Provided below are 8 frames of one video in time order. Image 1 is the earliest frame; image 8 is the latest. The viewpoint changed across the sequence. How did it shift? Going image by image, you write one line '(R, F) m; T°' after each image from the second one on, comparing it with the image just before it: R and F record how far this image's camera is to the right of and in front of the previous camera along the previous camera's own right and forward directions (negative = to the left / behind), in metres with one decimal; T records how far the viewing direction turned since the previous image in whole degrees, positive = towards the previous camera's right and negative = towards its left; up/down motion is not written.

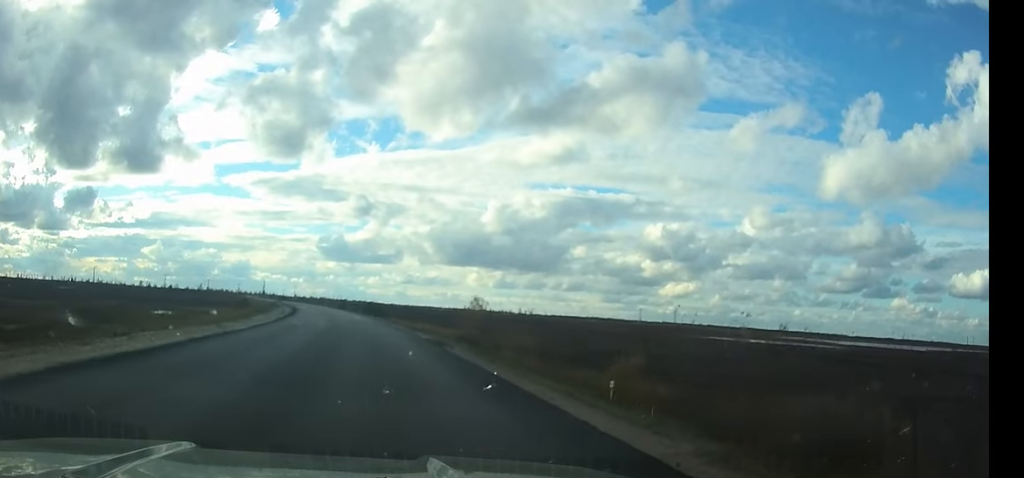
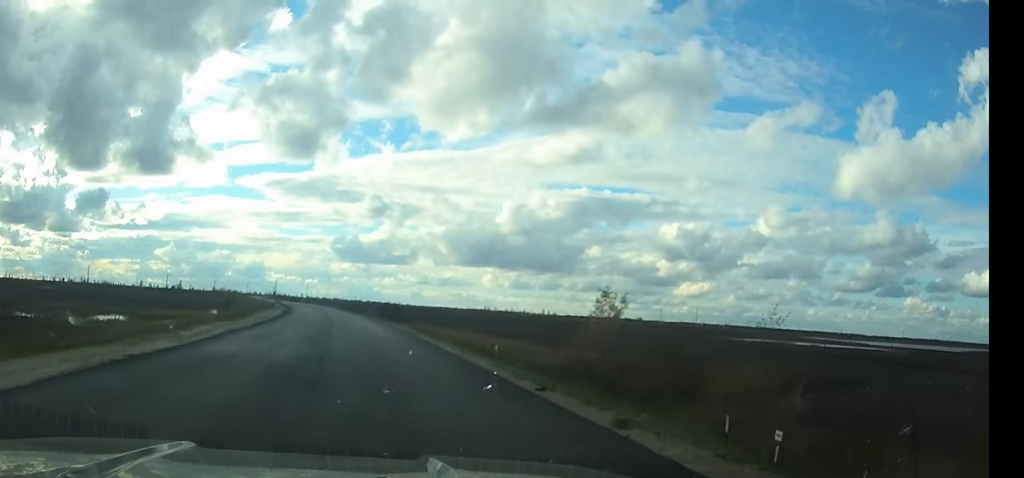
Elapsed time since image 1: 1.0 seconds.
(-0.7, +26.4) m; -2°
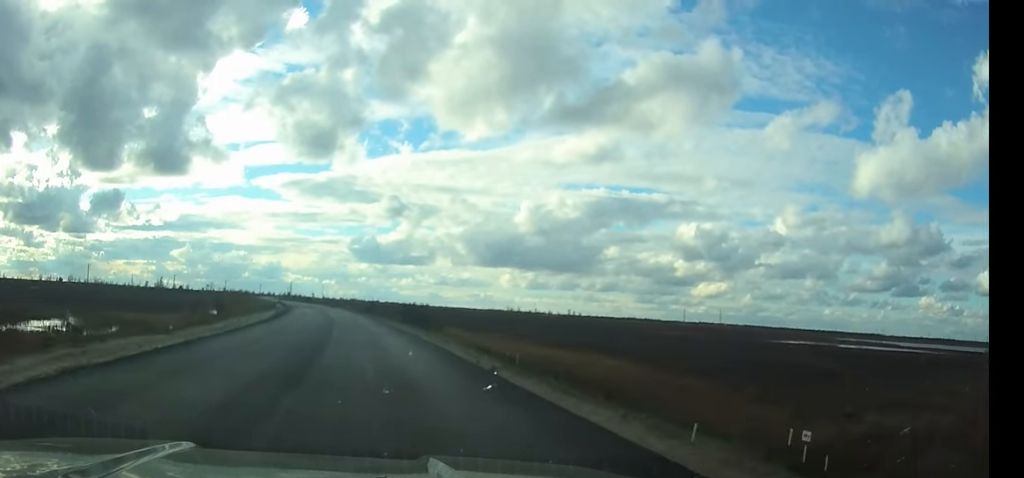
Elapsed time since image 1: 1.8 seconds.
(-0.3, +21.1) m; -1°
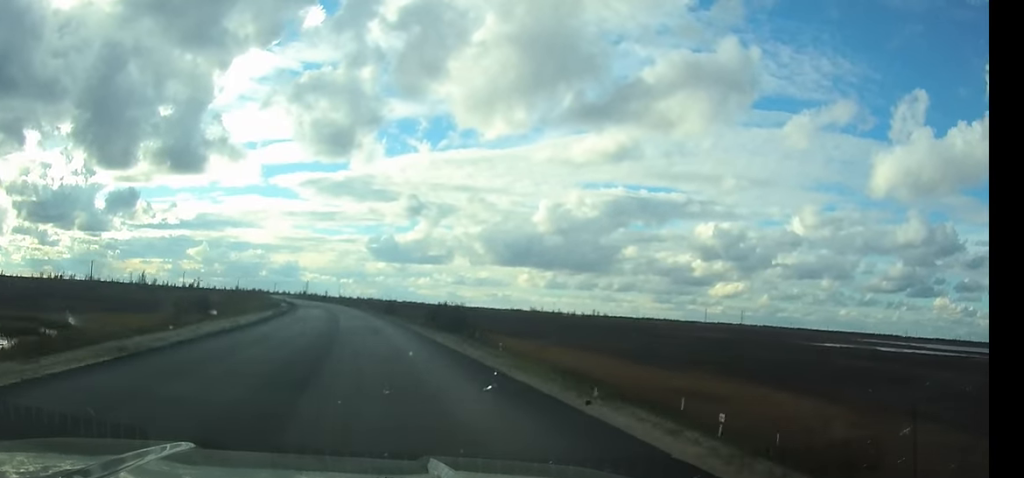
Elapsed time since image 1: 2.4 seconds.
(-0.1, +16.6) m; -1°
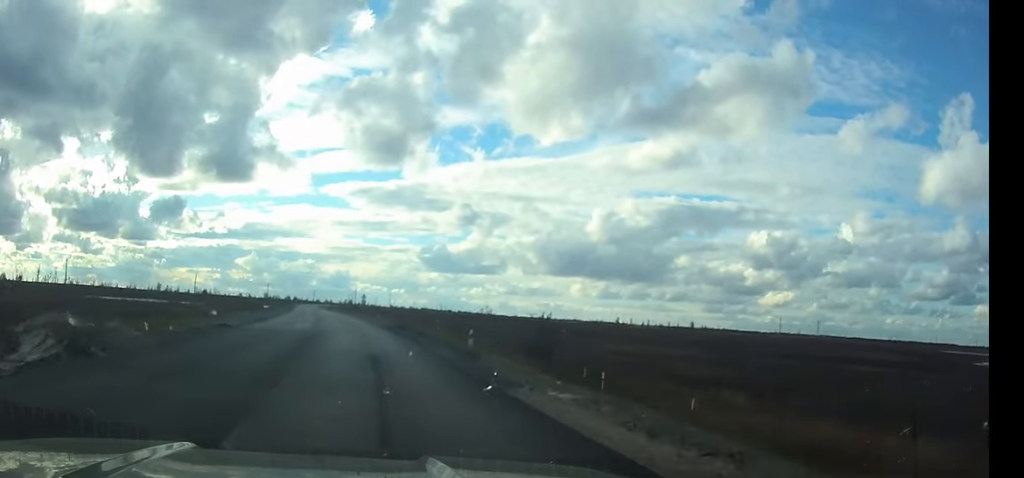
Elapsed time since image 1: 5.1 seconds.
(-3.4, +74.9) m; -5°
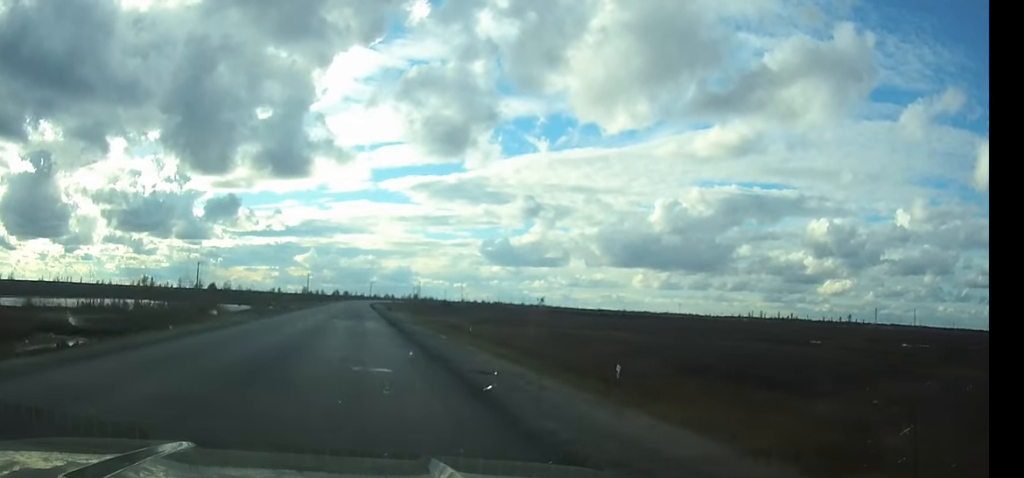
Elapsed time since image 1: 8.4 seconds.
(-4.2, +95.1) m; -4°
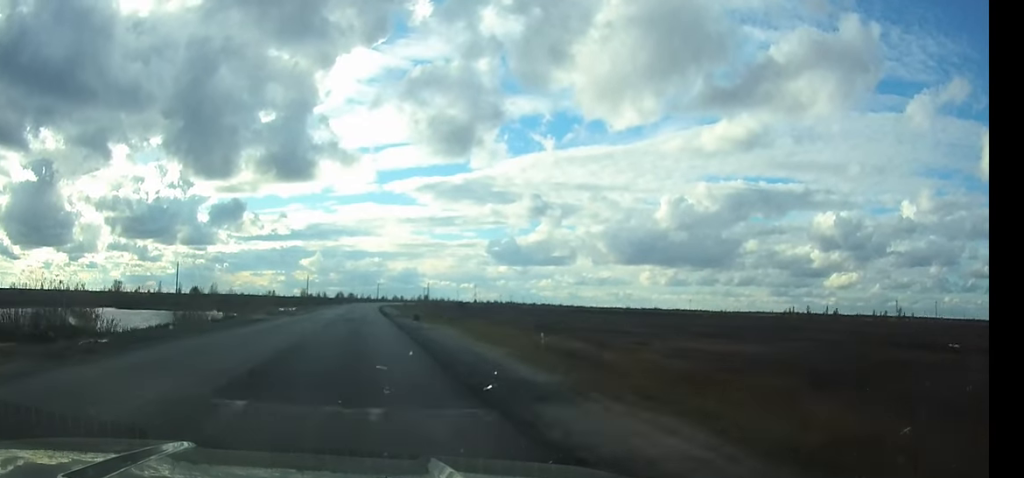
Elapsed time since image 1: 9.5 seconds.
(-0.2, +31.0) m; 0°
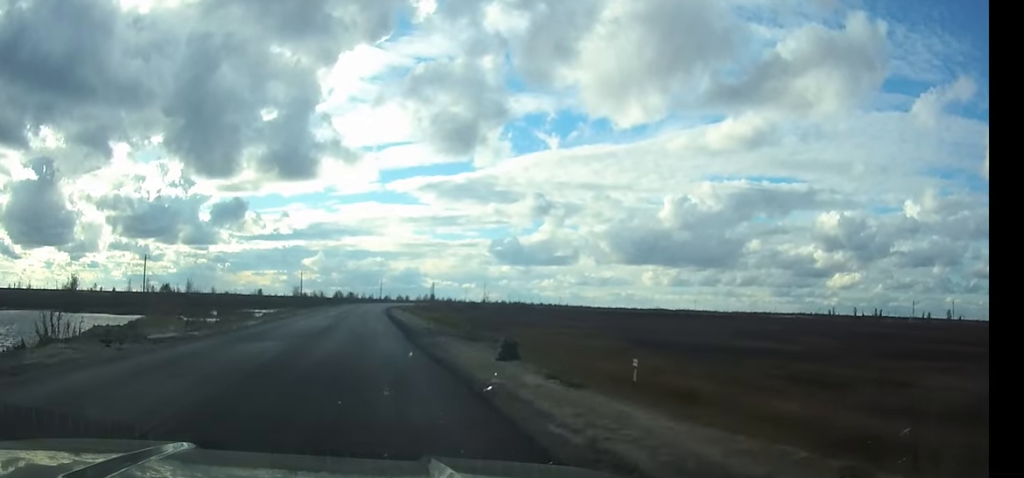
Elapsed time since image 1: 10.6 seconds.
(-0.1, +33.1) m; 0°
